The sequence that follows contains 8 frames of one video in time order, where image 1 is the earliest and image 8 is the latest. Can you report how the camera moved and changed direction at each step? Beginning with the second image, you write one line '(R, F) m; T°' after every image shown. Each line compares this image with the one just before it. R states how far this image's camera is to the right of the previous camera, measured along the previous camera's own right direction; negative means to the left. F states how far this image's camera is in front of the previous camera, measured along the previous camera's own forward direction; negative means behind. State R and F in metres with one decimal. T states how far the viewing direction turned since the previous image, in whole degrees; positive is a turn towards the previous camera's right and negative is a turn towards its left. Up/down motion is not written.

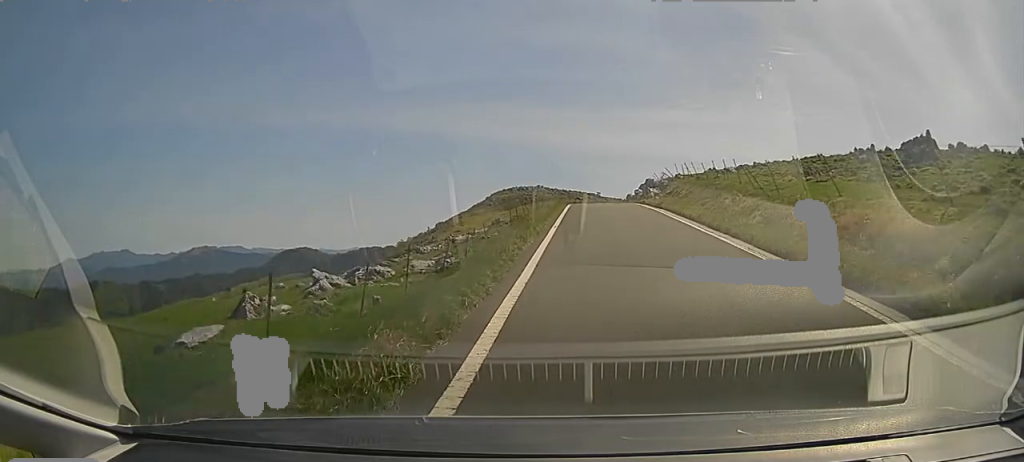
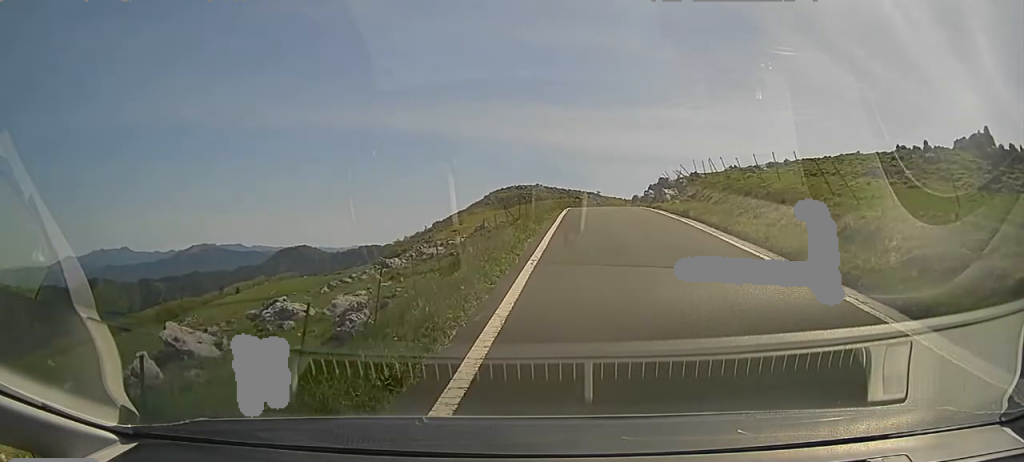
(+0.1, +7.7) m; +3°
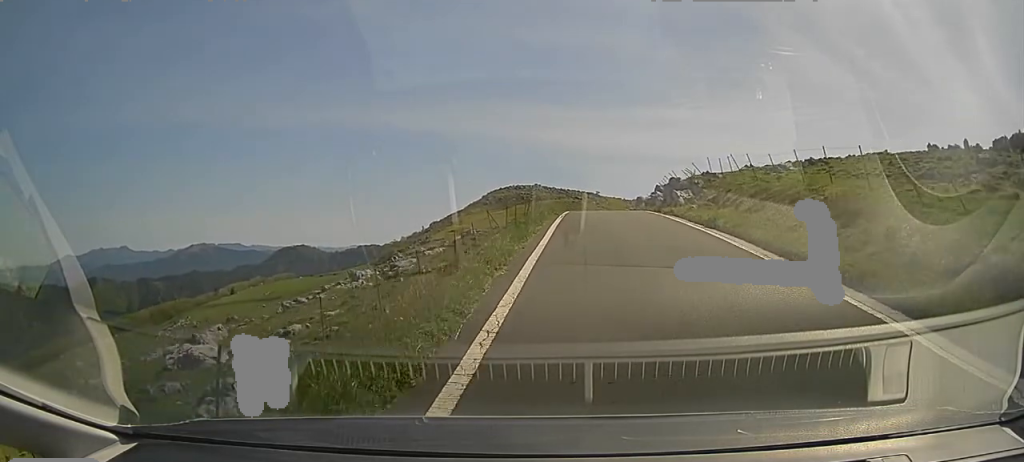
(+0.1, +4.4) m; +1°
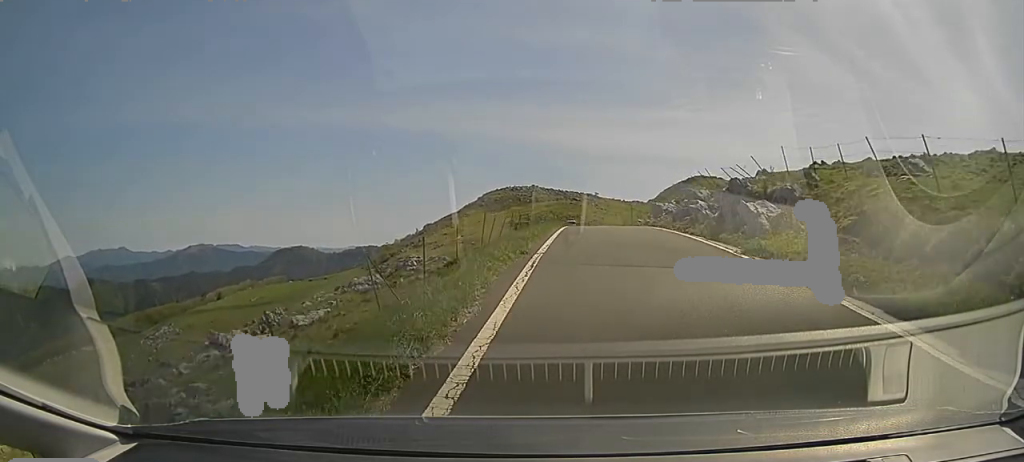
(+0.1, +13.1) m; -2°
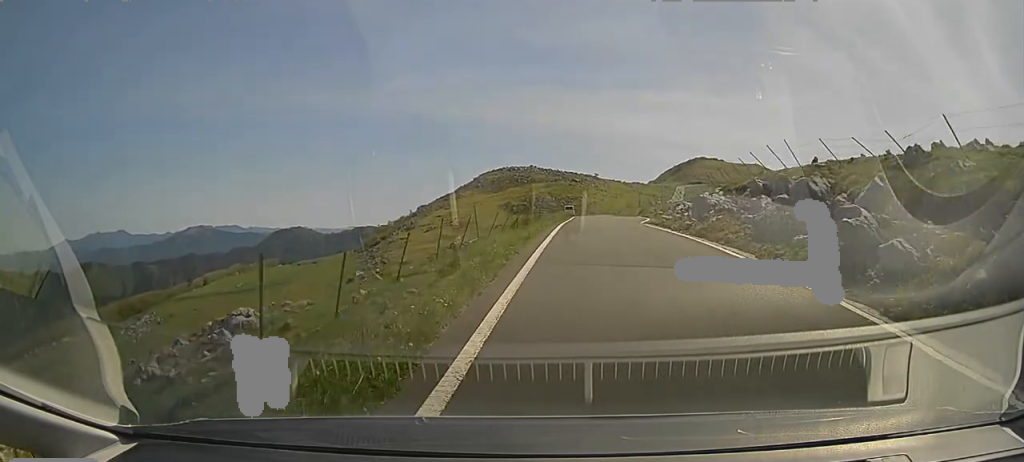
(-0.3, +13.5) m; +2°
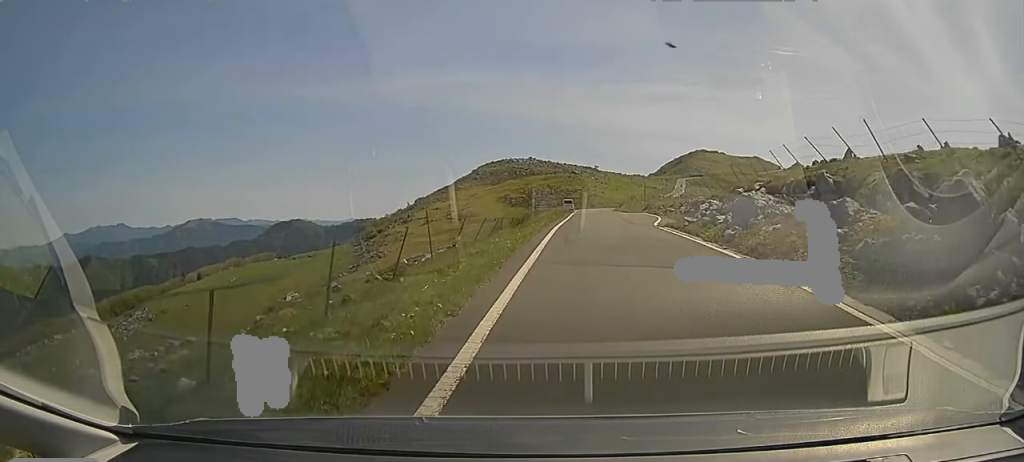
(+0.3, +6.1) m; 0°
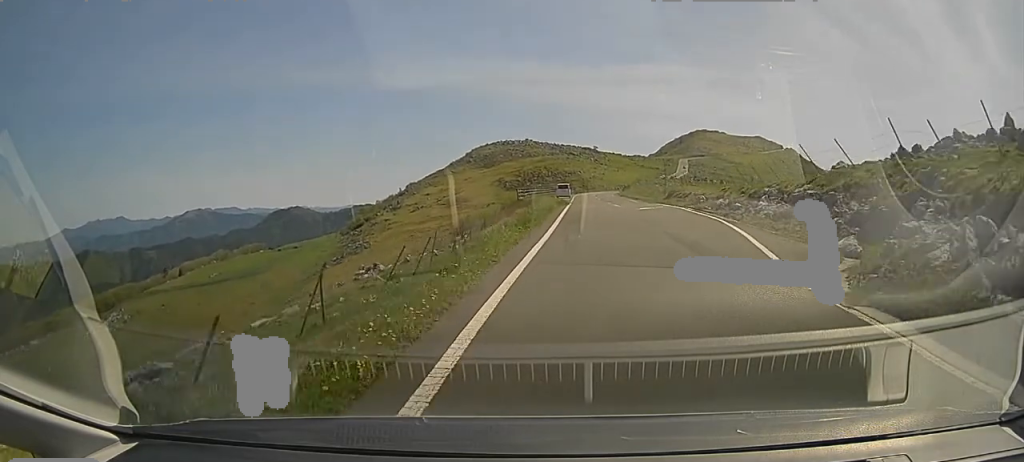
(-0.4, +17.4) m; -3°
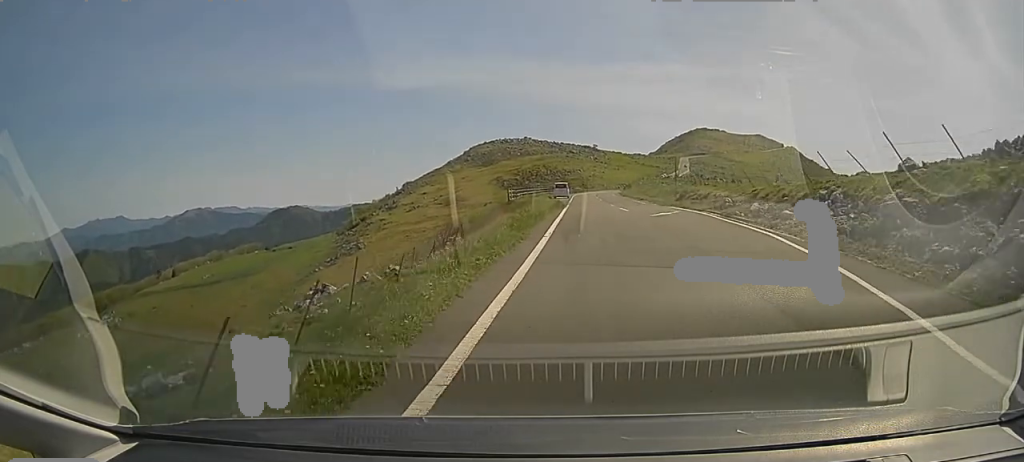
(0.0, +5.9) m; 0°
